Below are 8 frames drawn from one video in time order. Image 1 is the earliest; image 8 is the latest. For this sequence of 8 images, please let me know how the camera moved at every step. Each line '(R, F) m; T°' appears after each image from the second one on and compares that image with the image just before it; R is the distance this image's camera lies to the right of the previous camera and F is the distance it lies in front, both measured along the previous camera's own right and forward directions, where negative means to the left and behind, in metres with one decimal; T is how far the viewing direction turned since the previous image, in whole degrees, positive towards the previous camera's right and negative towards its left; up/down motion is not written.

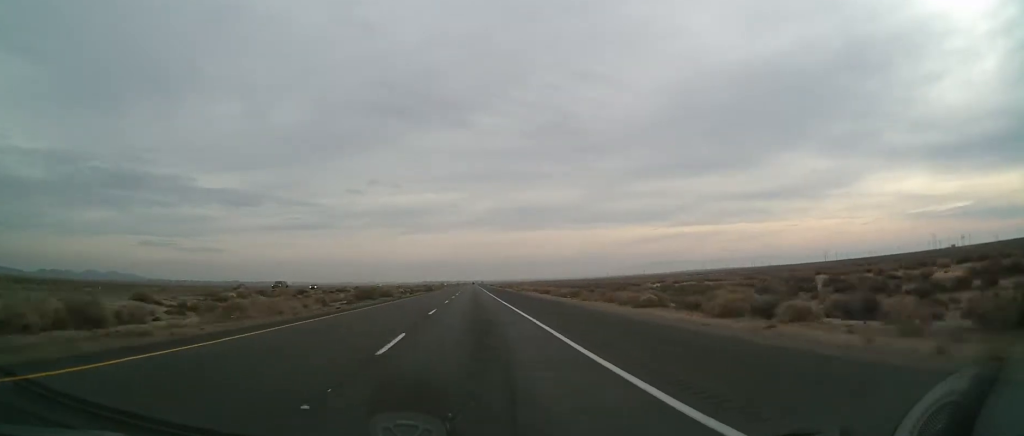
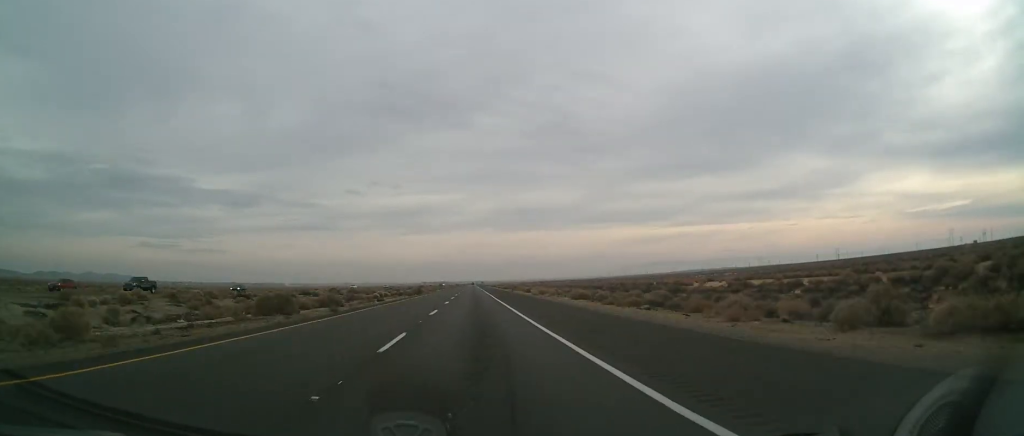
(-0.1, +28.6) m; 0°
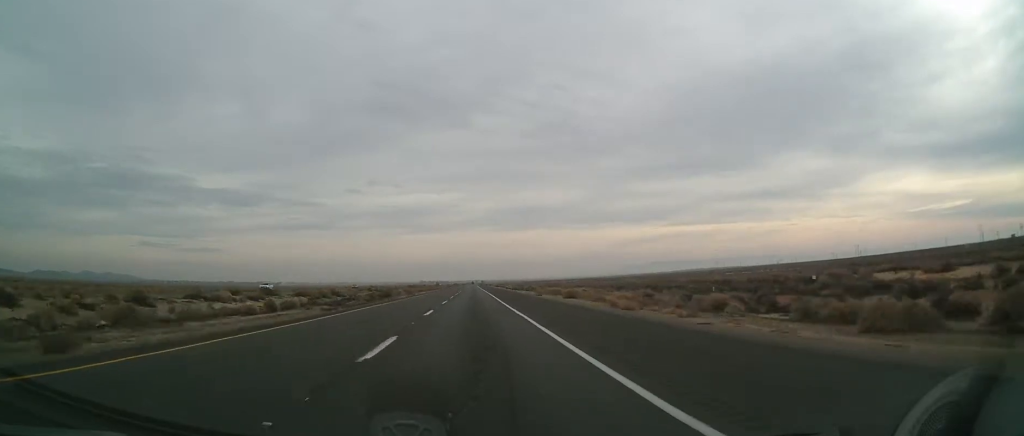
(+0.5, +45.2) m; +1°
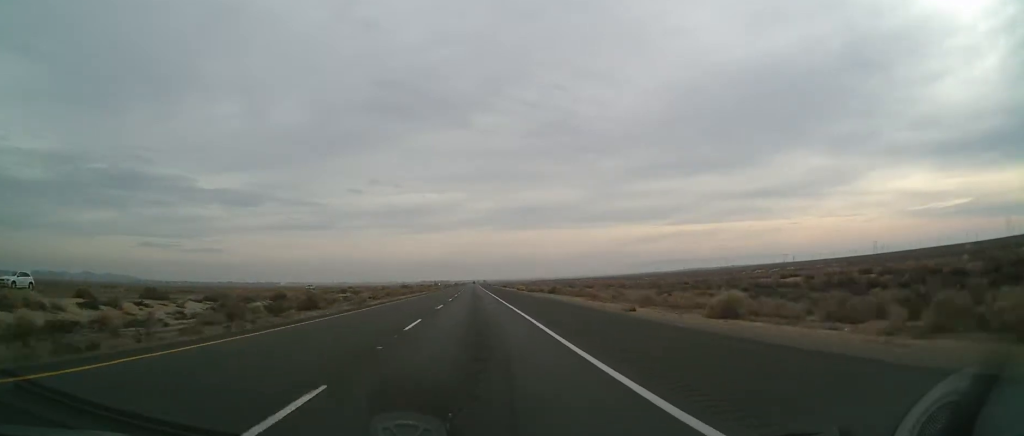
(0.0, +36.8) m; -1°
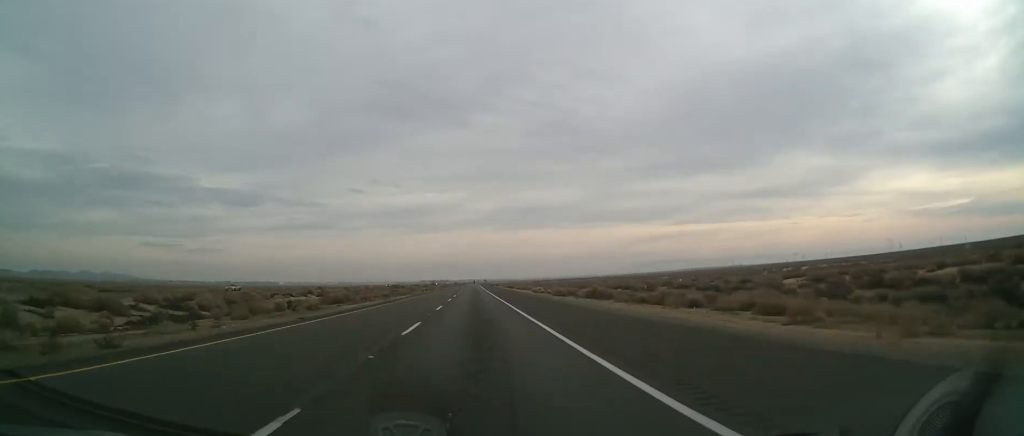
(-0.2, +30.7) m; 0°
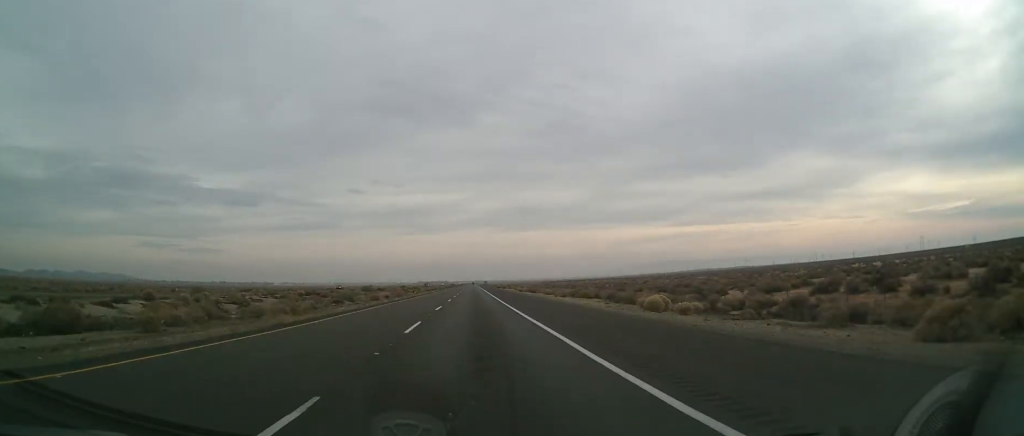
(+0.2, +57.7) m; 0°
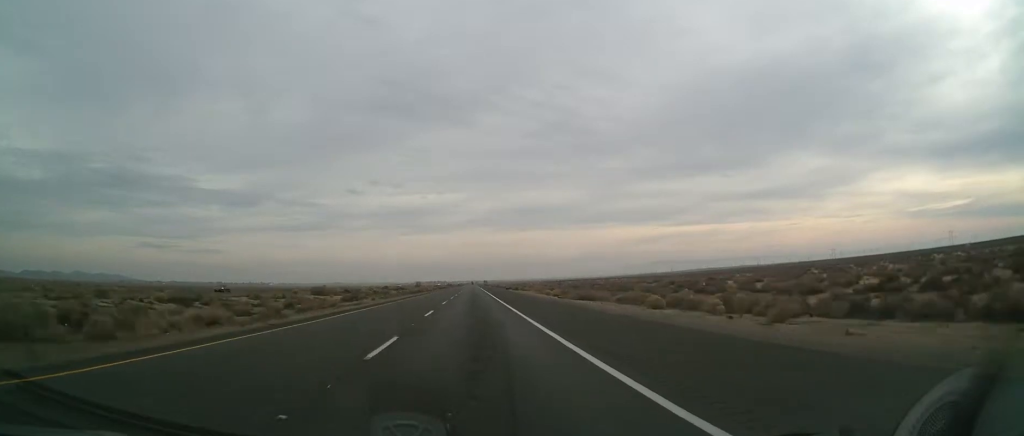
(-0.2, +49.2) m; +1°
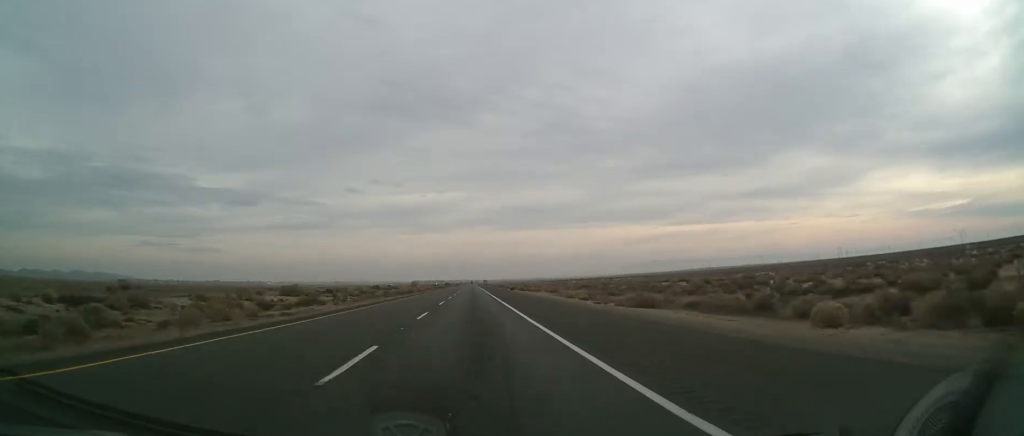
(+0.1, +17.6) m; 0°
